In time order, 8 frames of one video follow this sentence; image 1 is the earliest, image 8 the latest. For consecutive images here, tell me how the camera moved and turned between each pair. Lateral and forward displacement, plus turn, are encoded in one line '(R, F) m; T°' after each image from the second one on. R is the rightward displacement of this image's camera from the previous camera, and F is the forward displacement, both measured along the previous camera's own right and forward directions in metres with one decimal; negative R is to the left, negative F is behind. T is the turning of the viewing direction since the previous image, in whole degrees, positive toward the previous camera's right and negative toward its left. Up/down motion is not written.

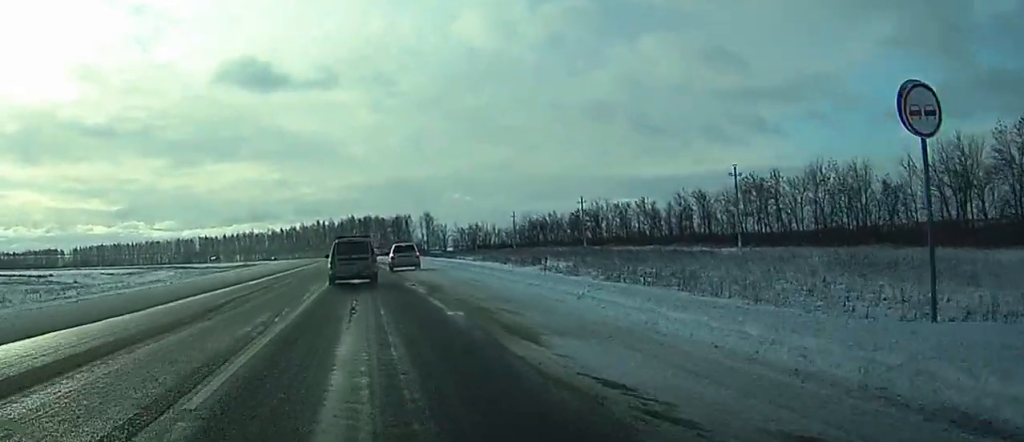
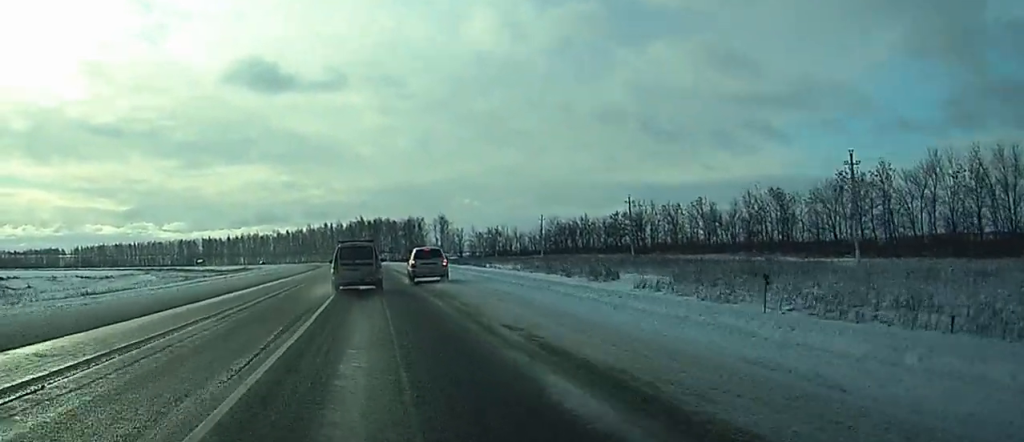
(0.0, +22.3) m; 0°
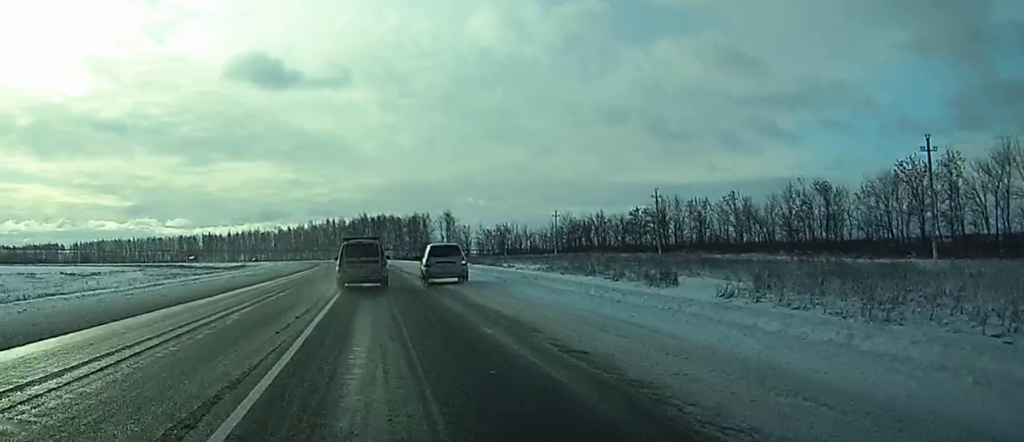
(0.0, +10.4) m; 0°
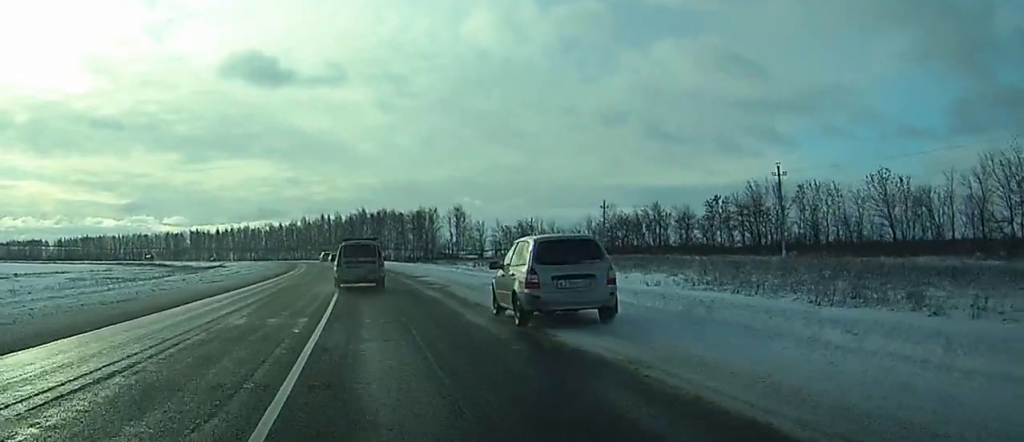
(0.0, +35.8) m; -1°
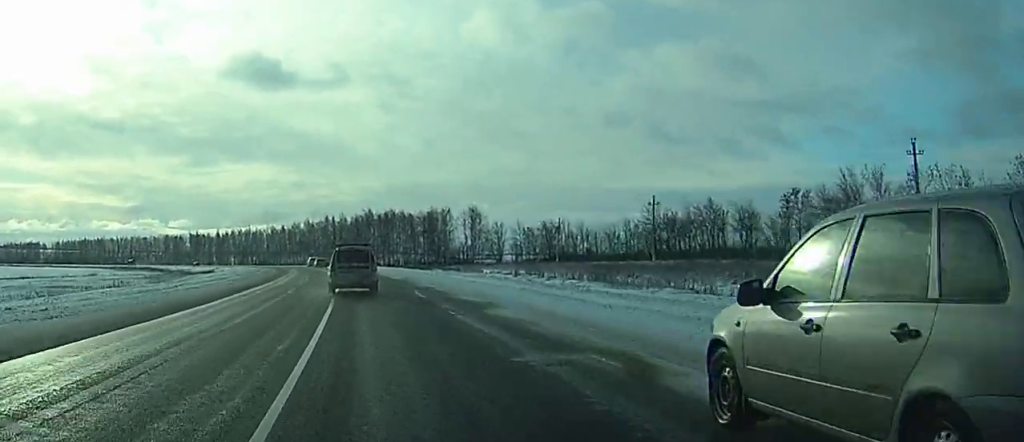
(-0.2, +20.4) m; 0°
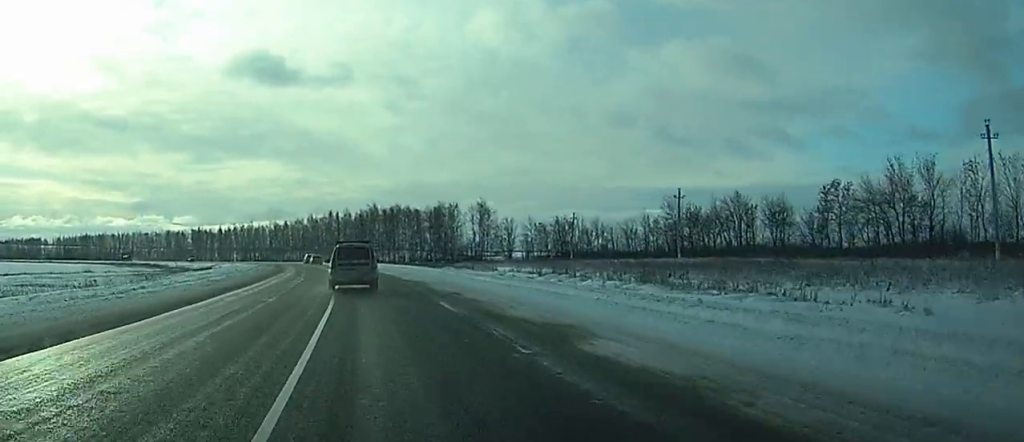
(-0.1, +7.7) m; 0°
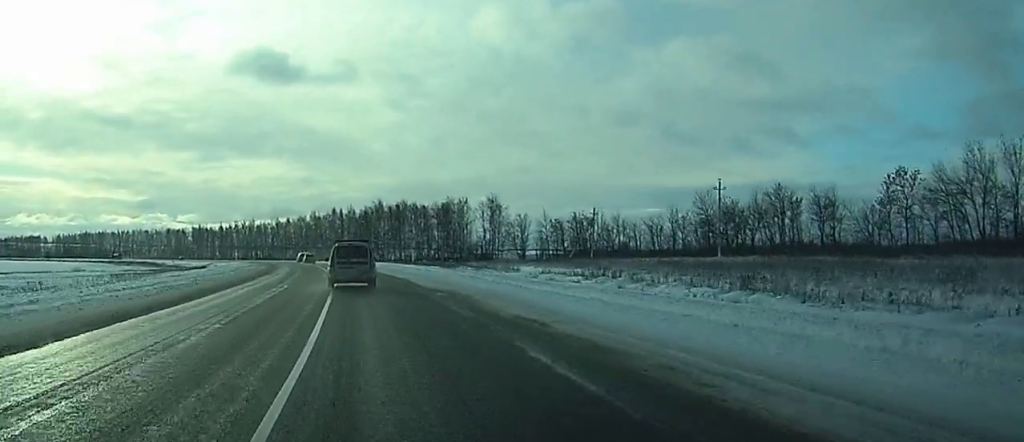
(+0.1, +10.9) m; +1°
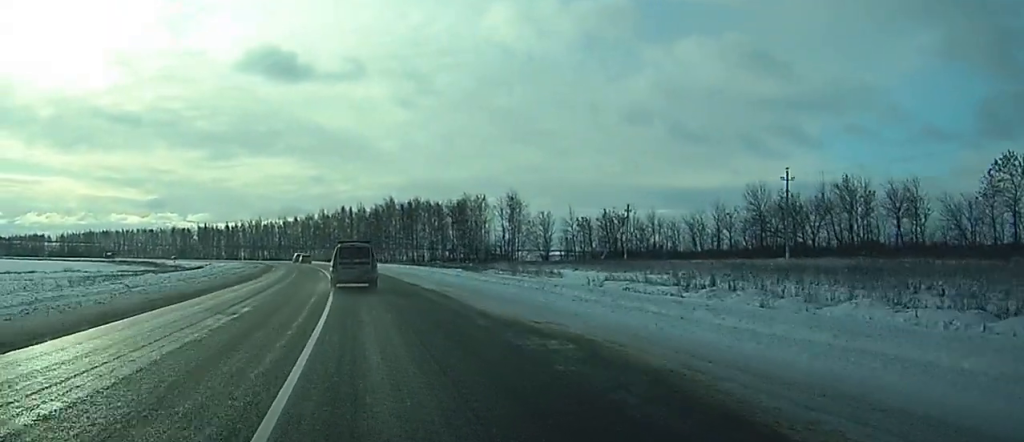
(+0.1, +13.5) m; 0°
